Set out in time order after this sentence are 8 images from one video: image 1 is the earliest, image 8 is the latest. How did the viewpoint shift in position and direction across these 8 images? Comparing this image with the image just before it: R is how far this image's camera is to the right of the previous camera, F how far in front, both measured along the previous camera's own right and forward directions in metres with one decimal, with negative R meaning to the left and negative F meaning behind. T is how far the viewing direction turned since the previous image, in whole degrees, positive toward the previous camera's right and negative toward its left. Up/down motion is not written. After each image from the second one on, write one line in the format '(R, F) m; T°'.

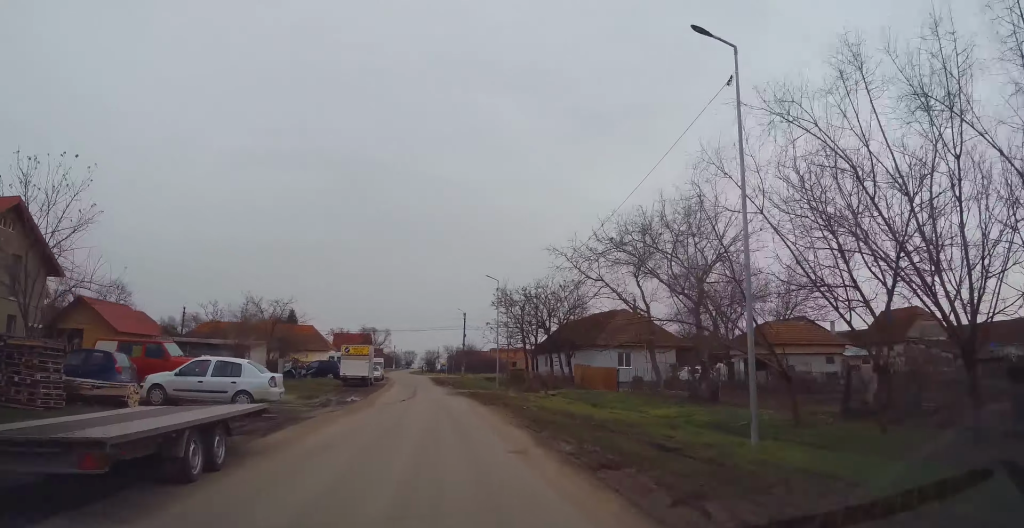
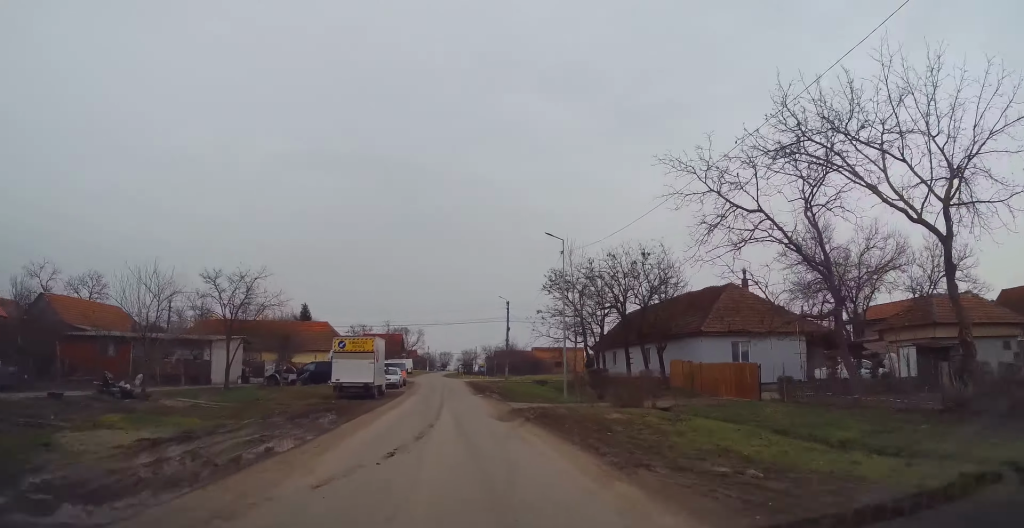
(-0.1, +14.8) m; 0°
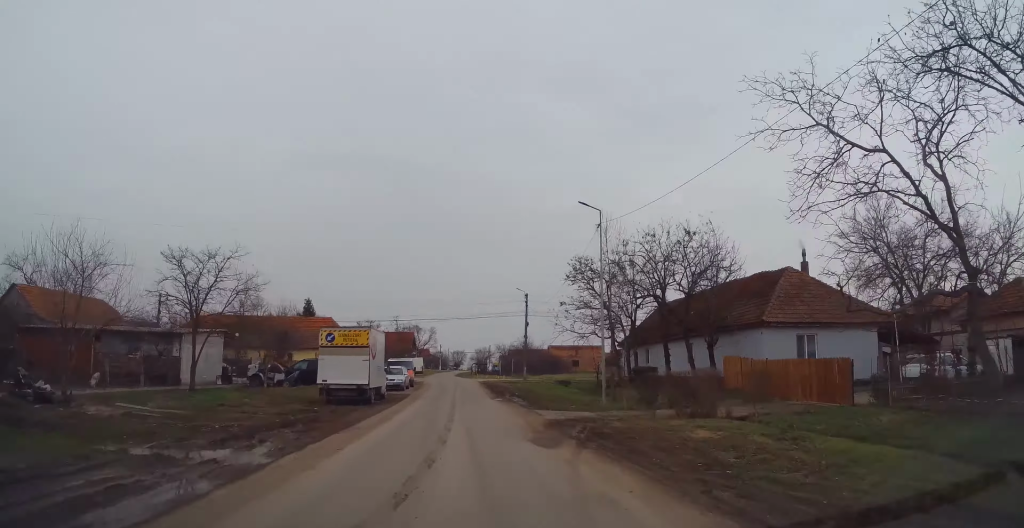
(0.0, +5.8) m; 0°
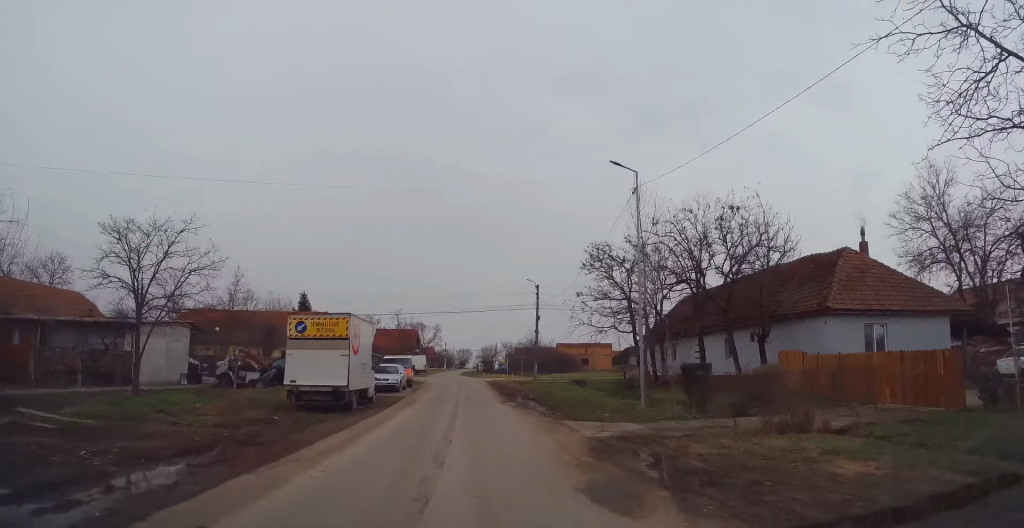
(0.0, +5.1) m; 0°
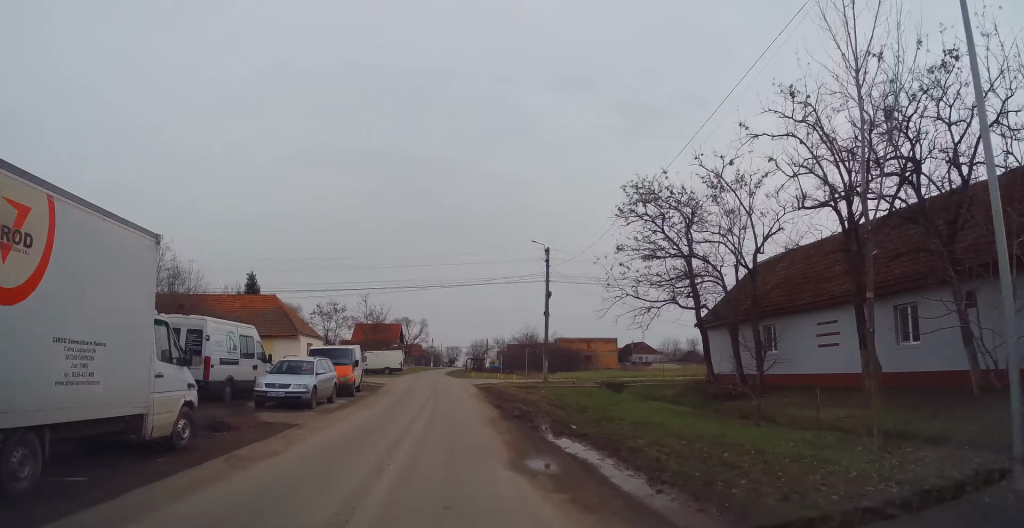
(-0.1, +15.9) m; -1°
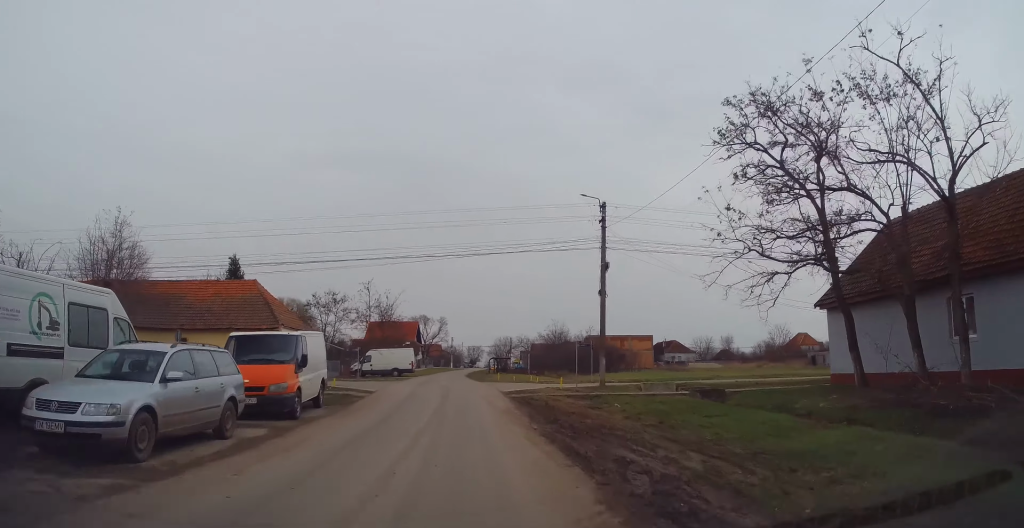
(-0.2, +10.9) m; -3°
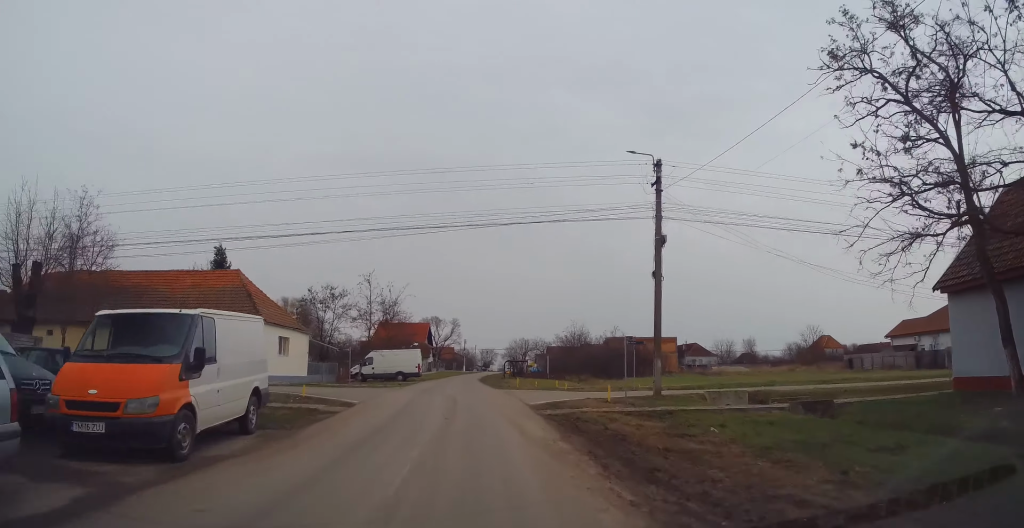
(-0.1, +6.4) m; -1°
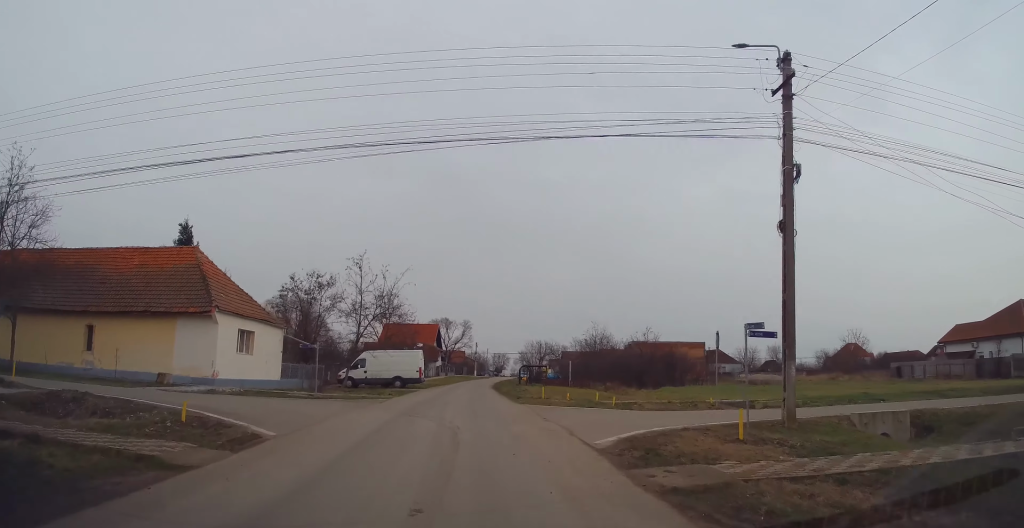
(0.0, +8.4) m; +1°
